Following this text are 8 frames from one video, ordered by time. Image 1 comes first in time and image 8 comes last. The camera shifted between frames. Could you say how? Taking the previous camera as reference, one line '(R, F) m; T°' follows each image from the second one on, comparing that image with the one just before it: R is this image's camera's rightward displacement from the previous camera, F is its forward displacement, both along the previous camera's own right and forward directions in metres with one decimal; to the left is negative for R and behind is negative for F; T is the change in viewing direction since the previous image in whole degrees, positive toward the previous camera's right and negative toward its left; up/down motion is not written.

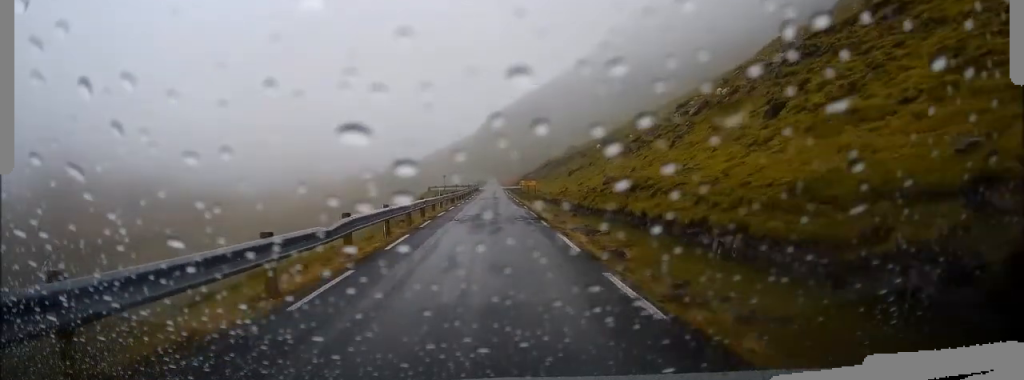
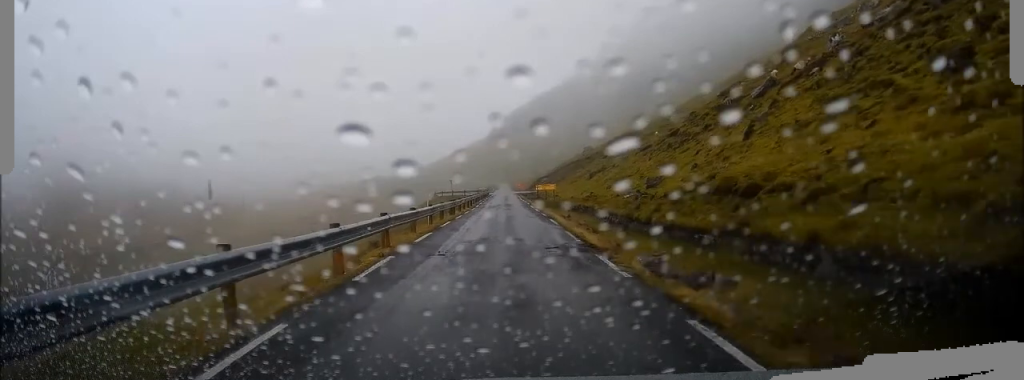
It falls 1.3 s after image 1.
(+0.2, +9.1) m; +1°
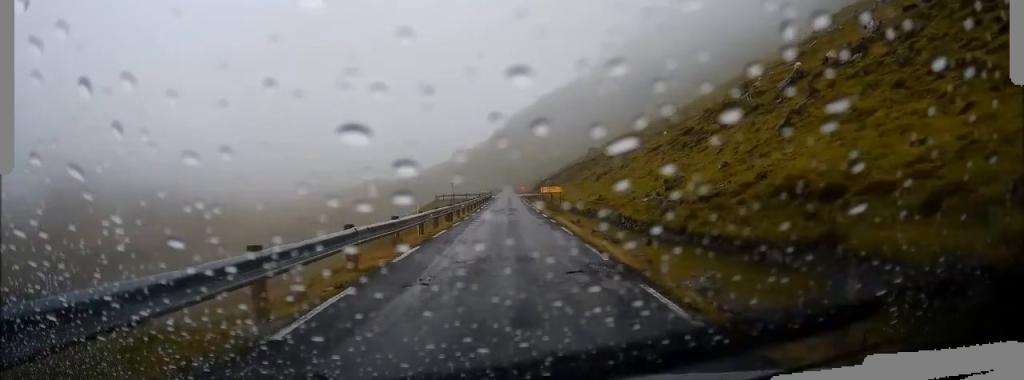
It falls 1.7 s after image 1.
(0.0, +3.3) m; -1°
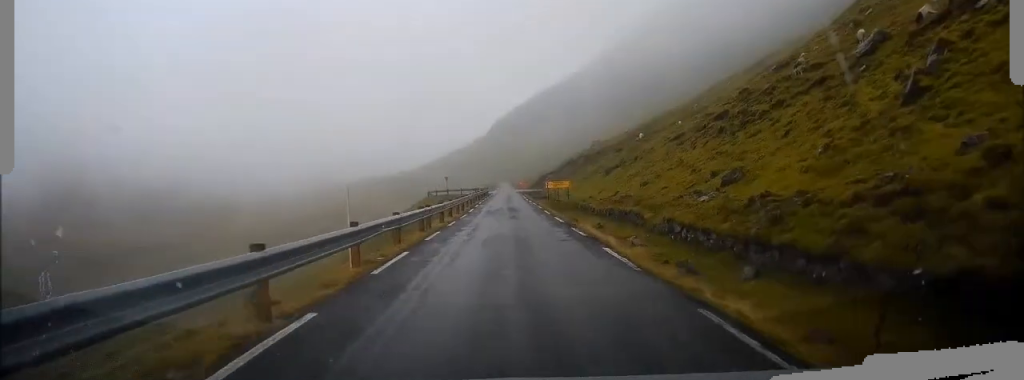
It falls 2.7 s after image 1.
(-0.1, +8.0) m; -2°
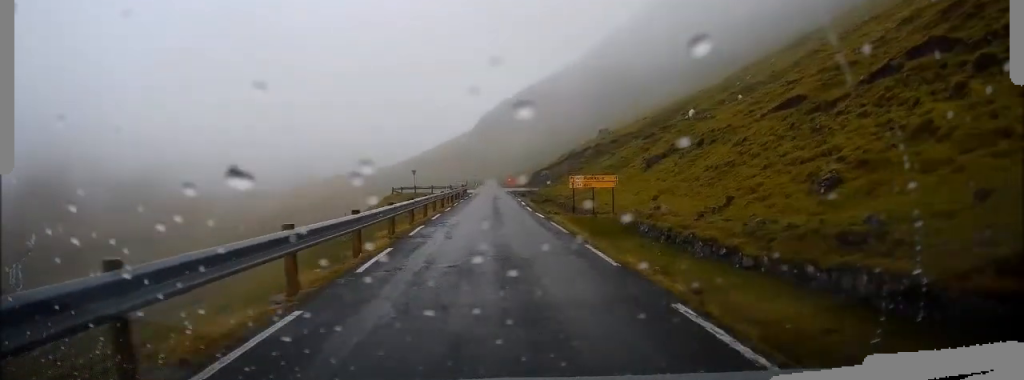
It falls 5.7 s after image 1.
(-0.3, +23.8) m; +1°
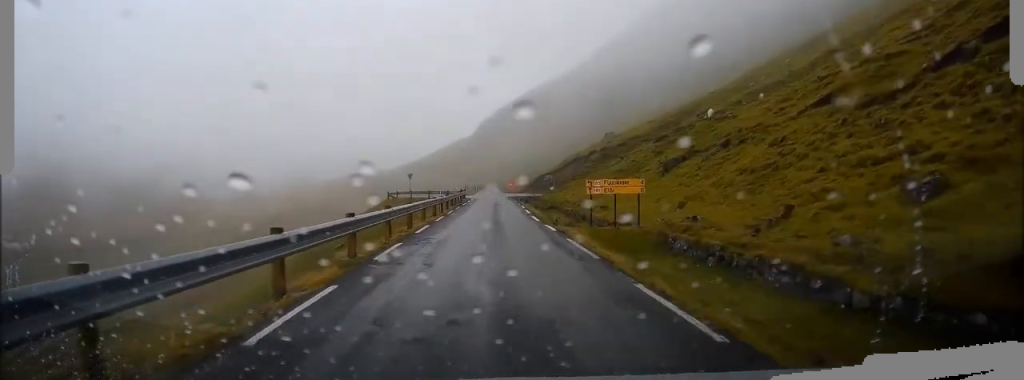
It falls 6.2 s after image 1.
(+0.3, +4.3) m; +1°
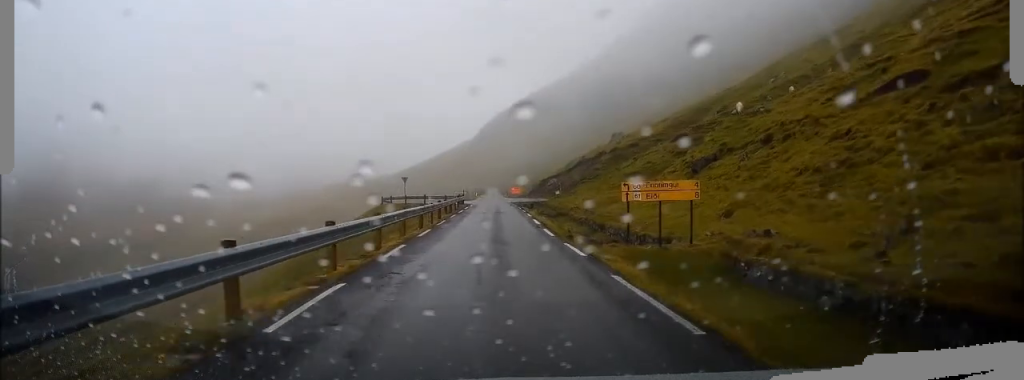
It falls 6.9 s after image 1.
(-0.3, +5.4) m; -2°
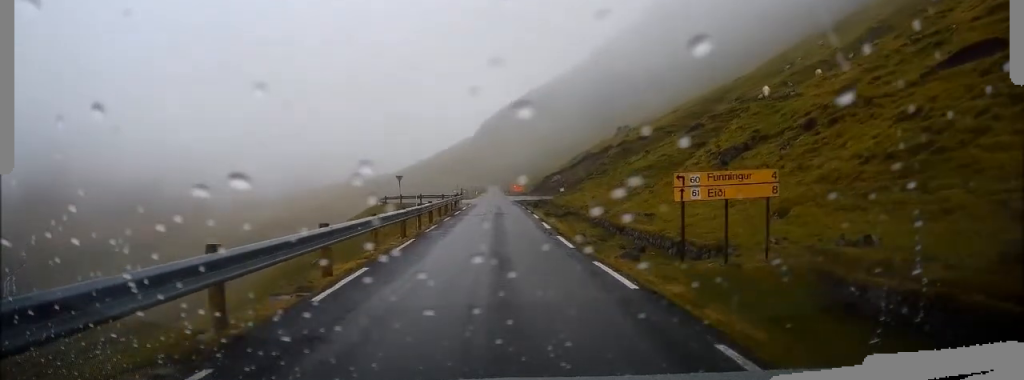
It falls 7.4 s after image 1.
(-0.1, +4.3) m; 0°
